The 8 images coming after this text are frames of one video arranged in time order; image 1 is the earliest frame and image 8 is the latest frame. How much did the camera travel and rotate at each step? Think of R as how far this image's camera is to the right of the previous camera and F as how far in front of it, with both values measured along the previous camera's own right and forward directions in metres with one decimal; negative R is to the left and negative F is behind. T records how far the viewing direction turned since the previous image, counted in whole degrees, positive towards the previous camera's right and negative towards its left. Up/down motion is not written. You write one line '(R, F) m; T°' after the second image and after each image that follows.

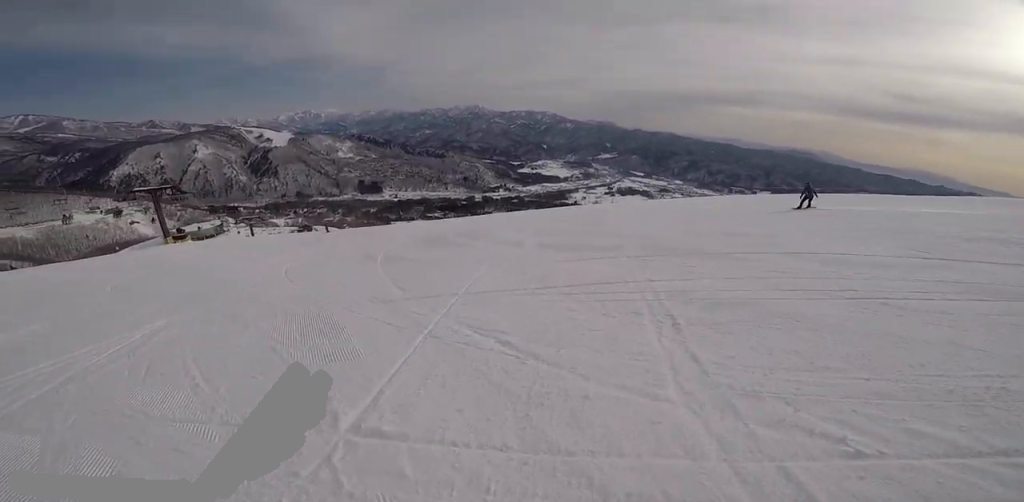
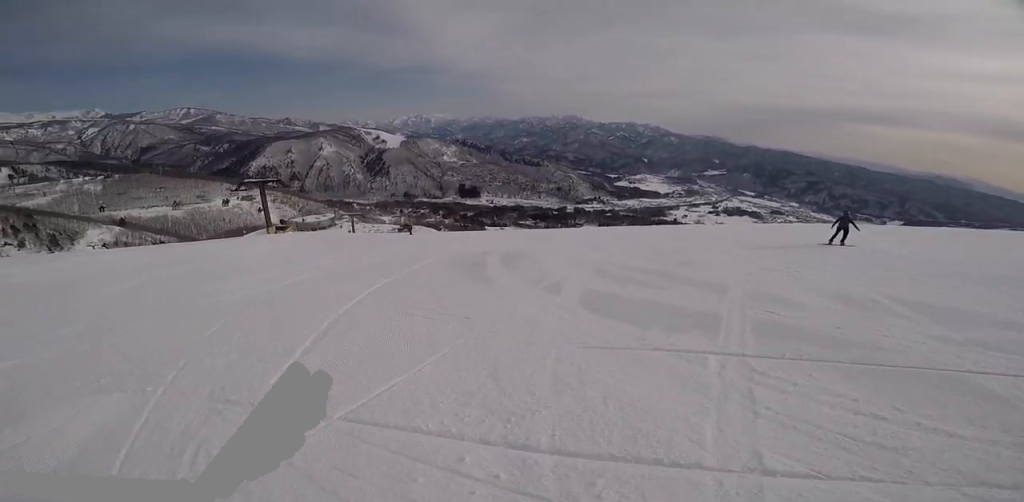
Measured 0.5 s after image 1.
(-0.1, +3.5) m; -3°
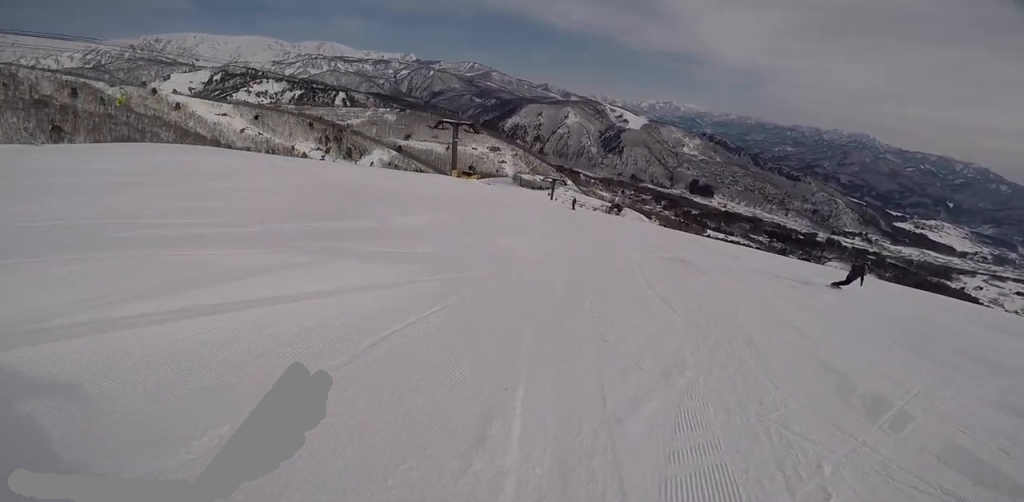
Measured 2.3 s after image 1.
(-2.6, +10.5) m; -36°
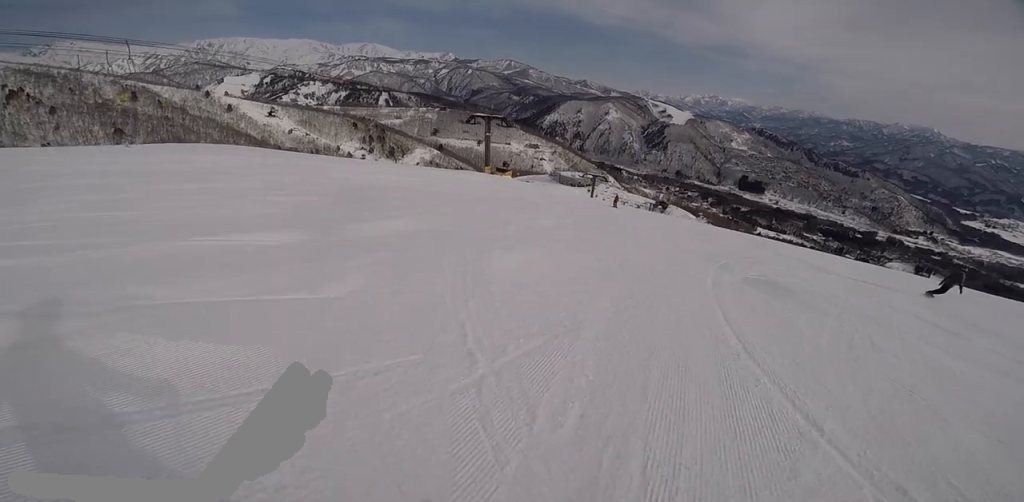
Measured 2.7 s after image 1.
(-0.1, +2.8) m; -12°
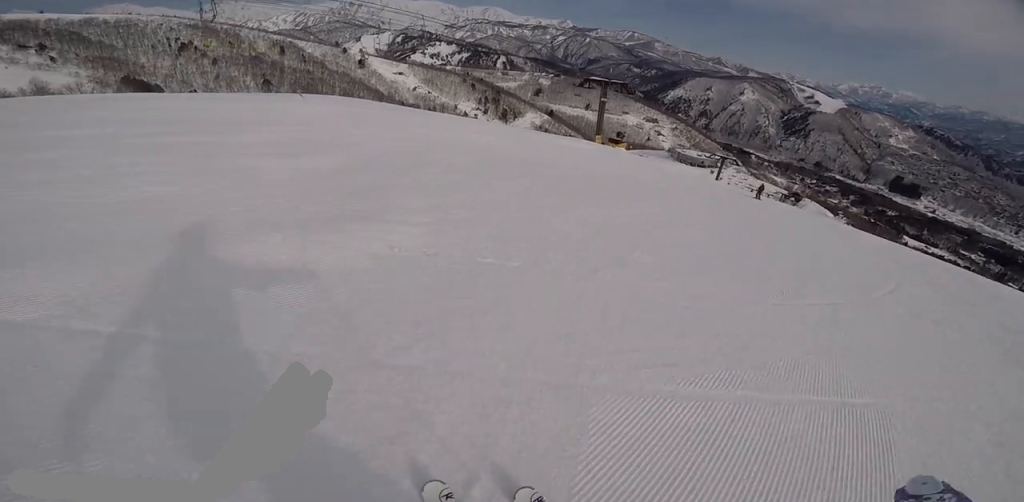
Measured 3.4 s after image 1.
(-0.8, +4.1) m; -7°
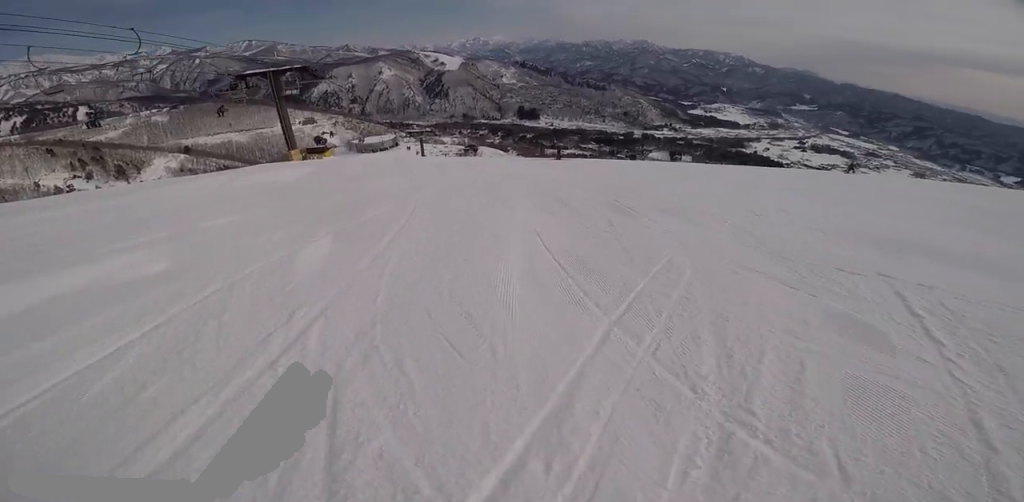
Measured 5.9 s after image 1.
(+2.6, +14.7) m; +43°
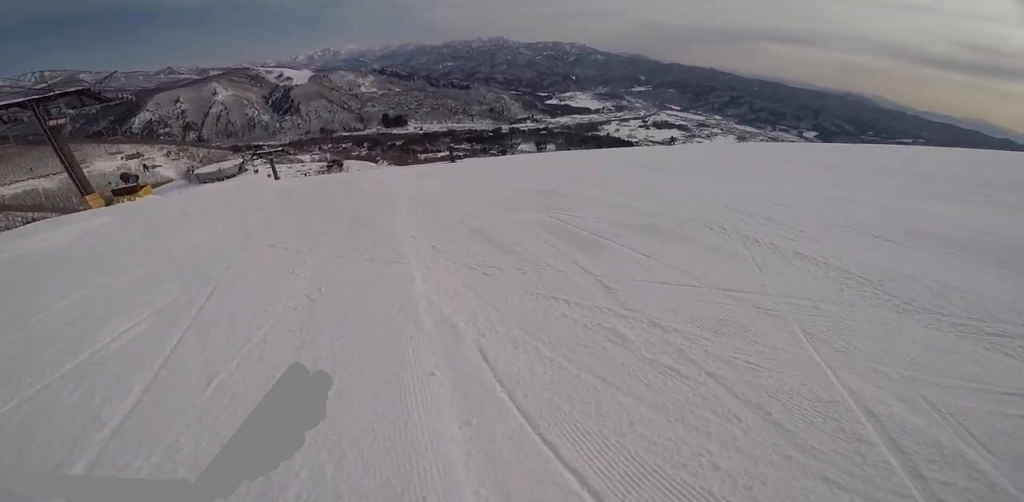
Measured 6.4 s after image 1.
(+0.5, +3.1) m; +18°
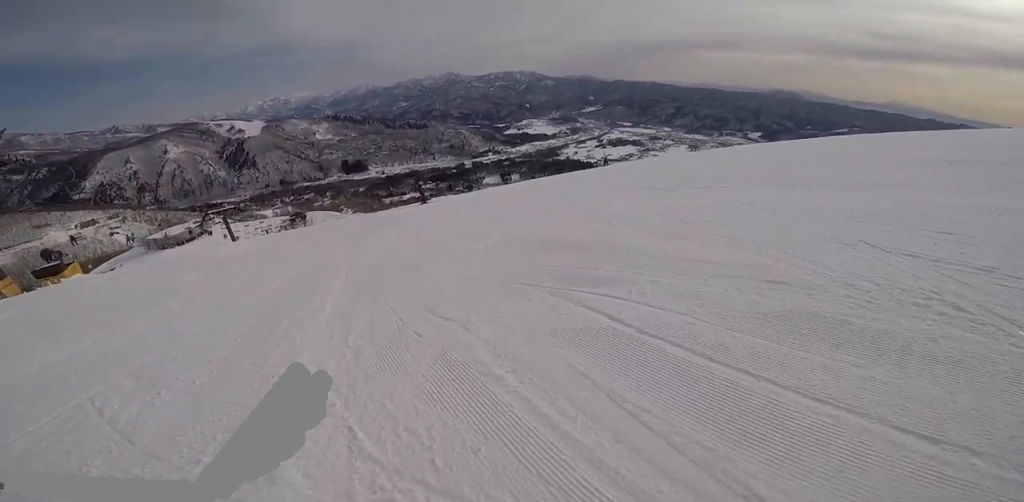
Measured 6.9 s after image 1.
(+0.4, +2.6) m; +12°
